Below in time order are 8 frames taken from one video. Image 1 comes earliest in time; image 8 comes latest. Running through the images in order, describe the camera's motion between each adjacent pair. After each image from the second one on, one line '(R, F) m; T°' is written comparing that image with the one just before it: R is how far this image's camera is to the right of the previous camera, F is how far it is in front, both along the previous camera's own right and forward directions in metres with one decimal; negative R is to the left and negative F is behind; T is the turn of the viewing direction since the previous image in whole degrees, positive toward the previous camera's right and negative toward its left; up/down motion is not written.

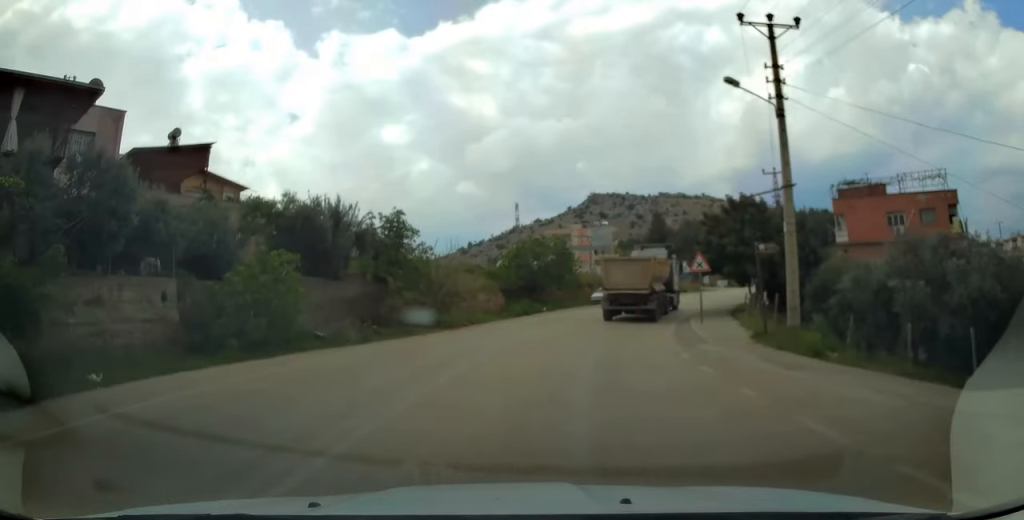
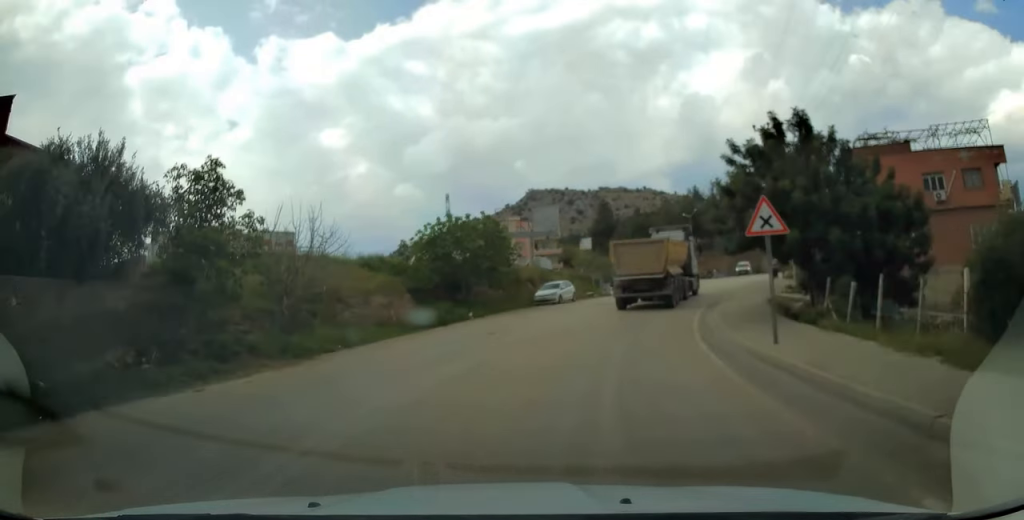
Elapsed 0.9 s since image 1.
(+0.6, +12.3) m; +7°
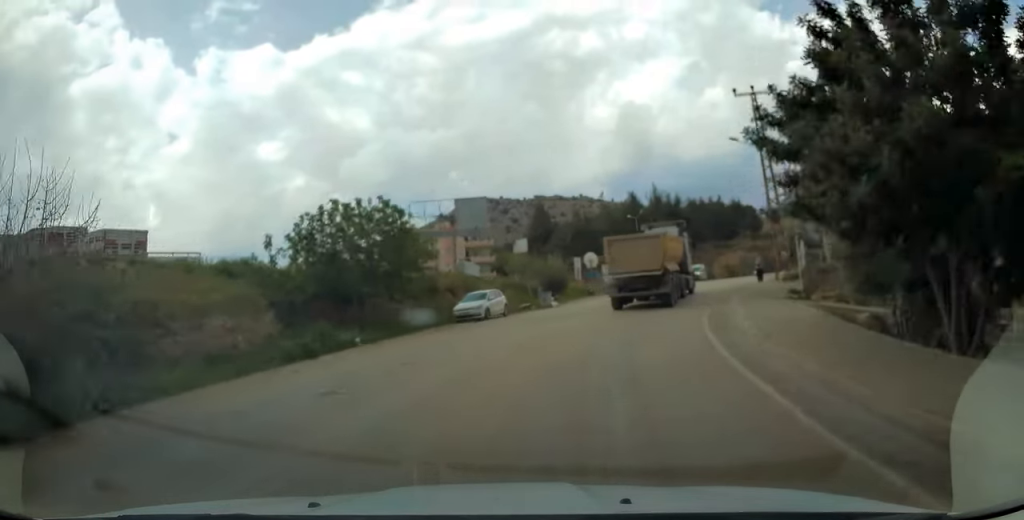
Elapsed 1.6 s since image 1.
(+0.5, +9.3) m; +6°
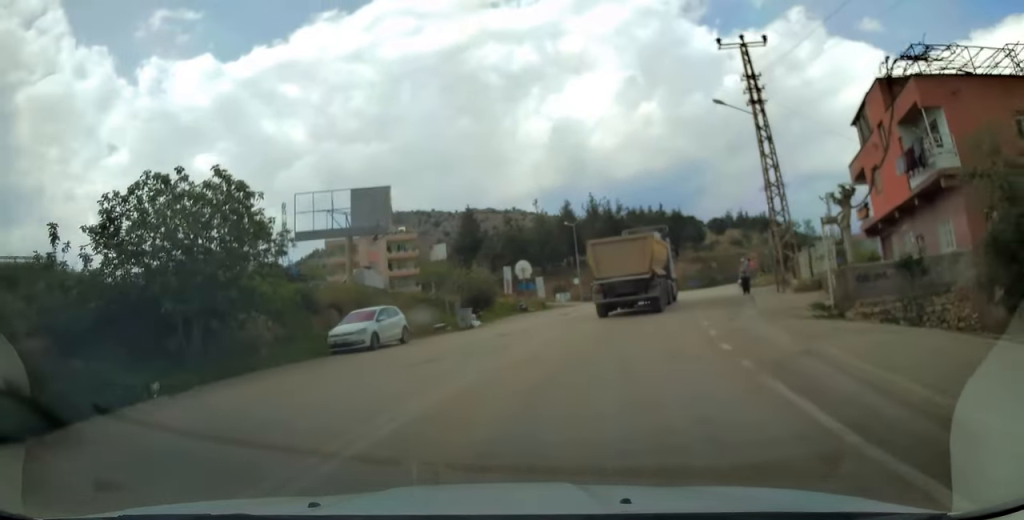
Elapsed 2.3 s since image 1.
(+0.3, +8.9) m; +6°
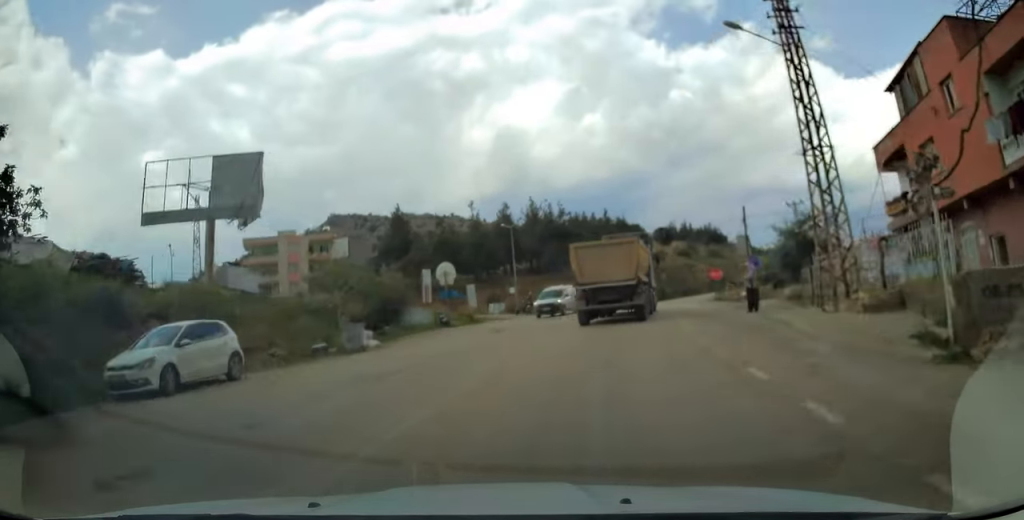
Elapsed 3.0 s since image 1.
(+0.6, +8.9) m; +6°
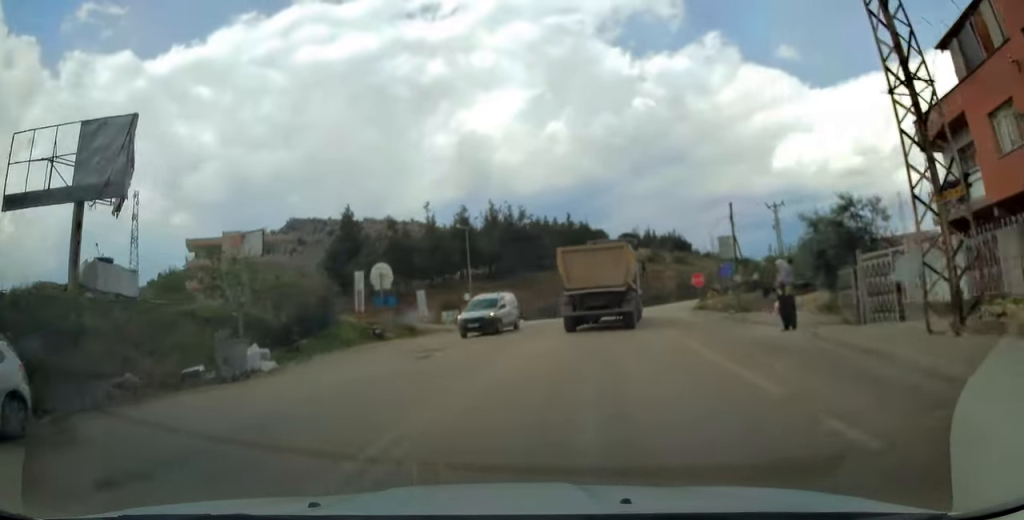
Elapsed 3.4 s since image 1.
(+0.2, +6.2) m; +4°
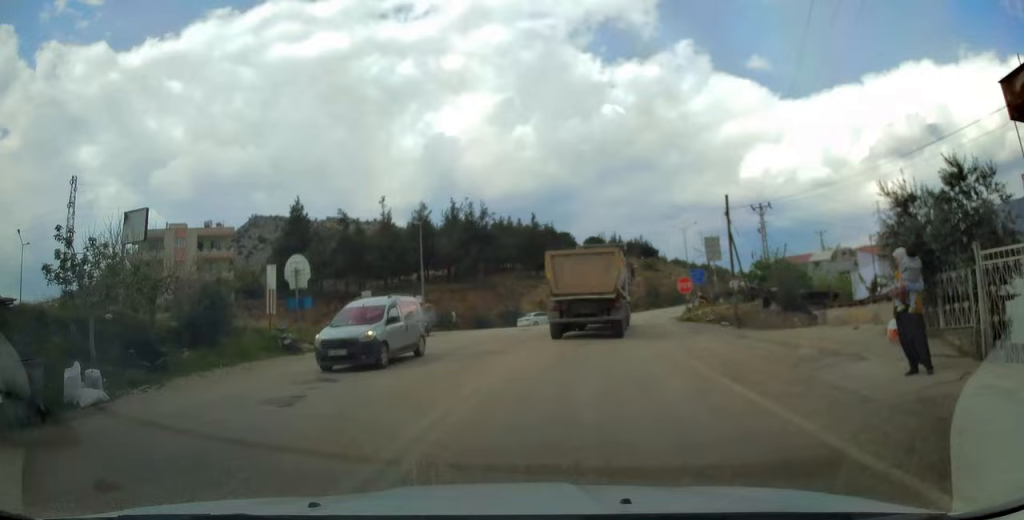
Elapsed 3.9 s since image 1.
(+0.3, +6.5) m; +3°
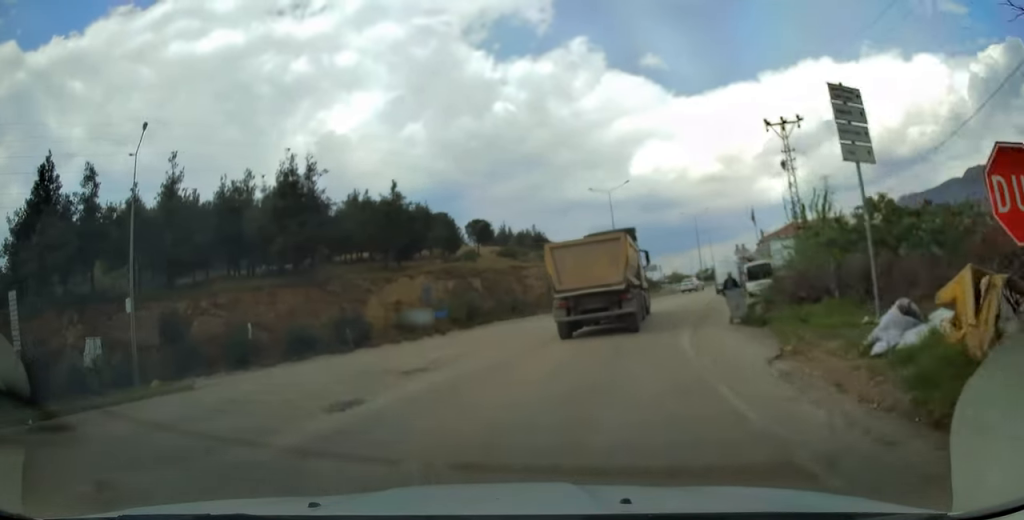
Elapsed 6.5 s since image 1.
(+2.4, +30.9) m; +8°
